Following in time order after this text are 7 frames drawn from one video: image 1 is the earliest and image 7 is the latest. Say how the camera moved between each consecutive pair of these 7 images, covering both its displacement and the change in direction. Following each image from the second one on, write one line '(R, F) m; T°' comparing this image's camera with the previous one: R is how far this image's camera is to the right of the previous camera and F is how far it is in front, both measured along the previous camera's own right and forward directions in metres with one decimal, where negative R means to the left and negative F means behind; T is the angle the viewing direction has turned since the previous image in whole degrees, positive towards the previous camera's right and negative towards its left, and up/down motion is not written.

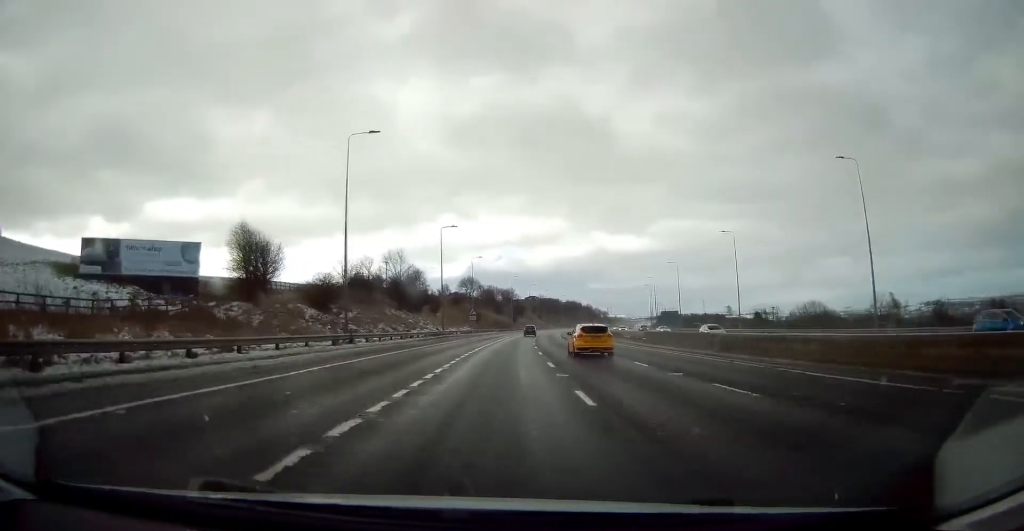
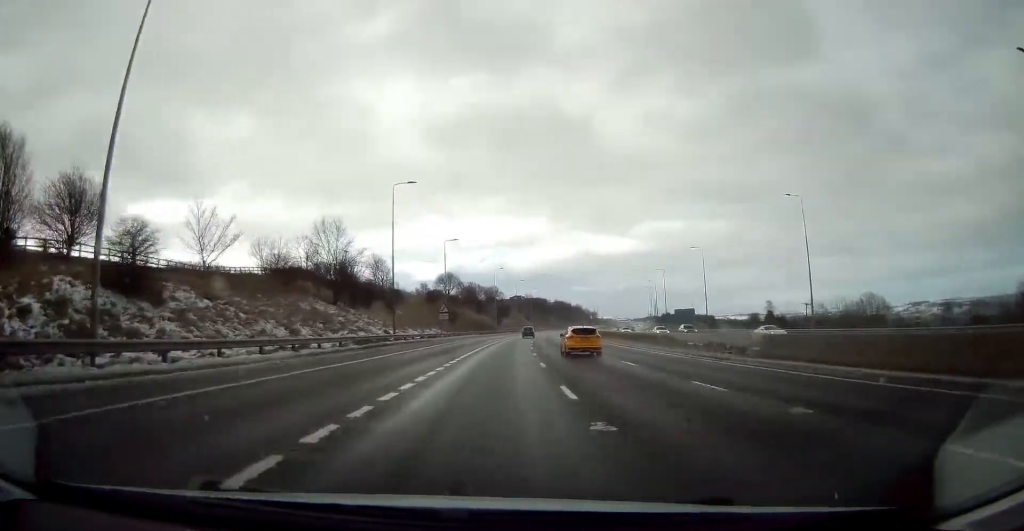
(+0.4, +26.0) m; +1°
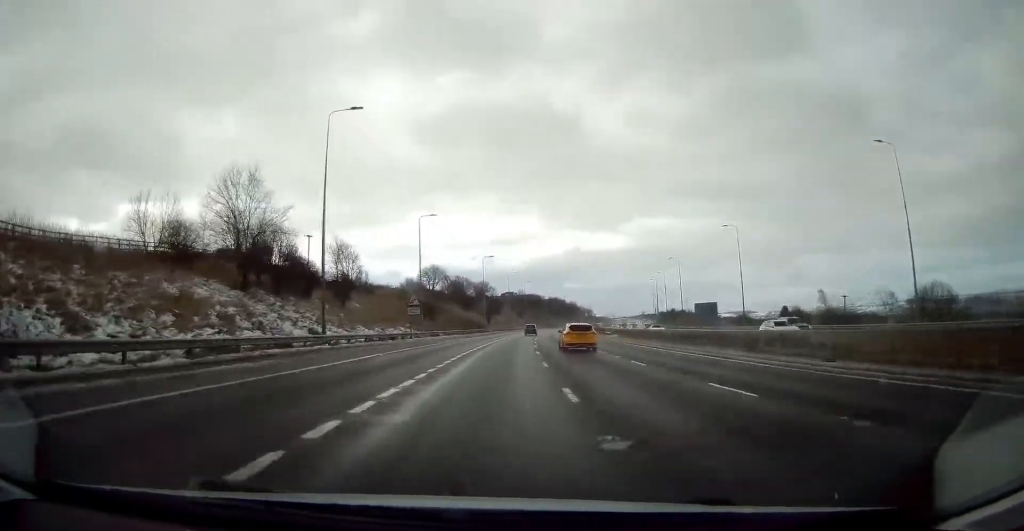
(0.0, +19.5) m; +1°
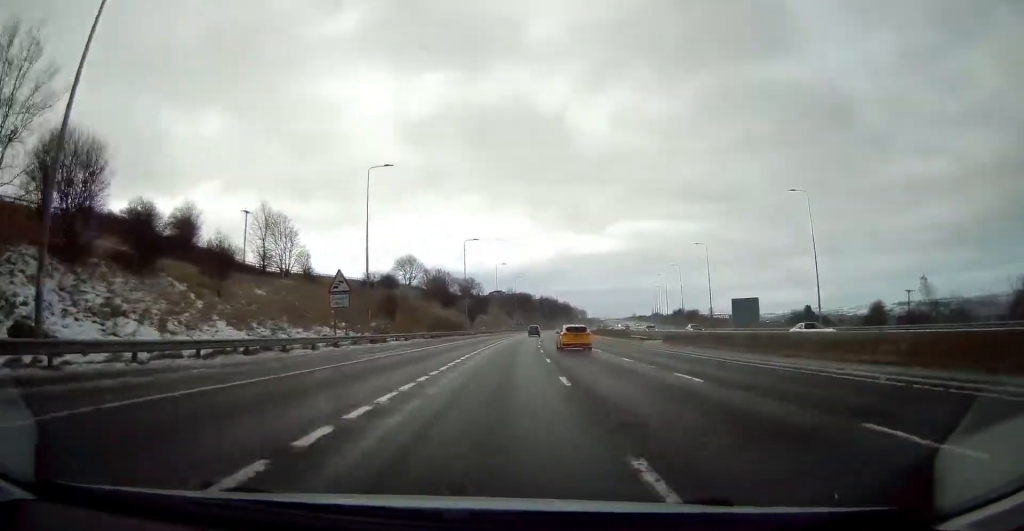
(+0.5, +23.2) m; +1°
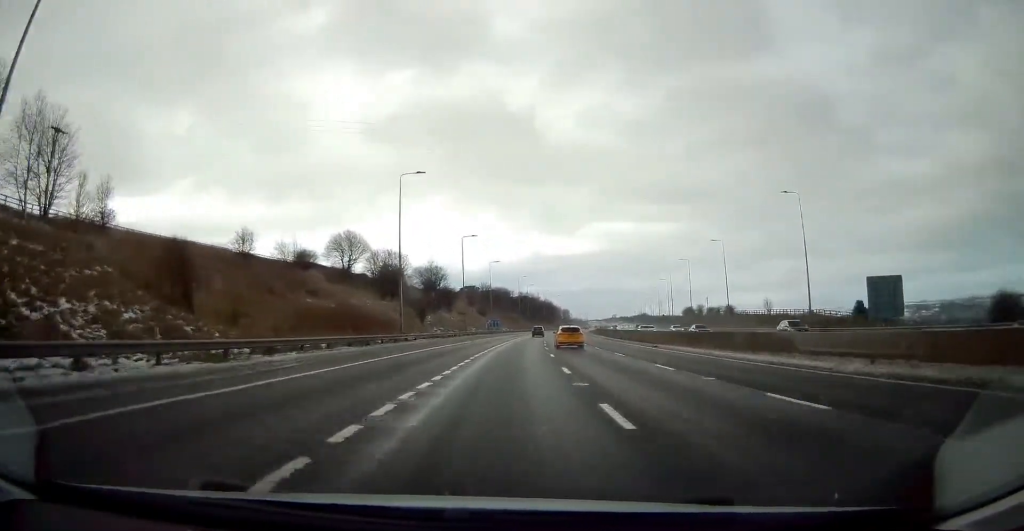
(+0.8, +41.2) m; +2°
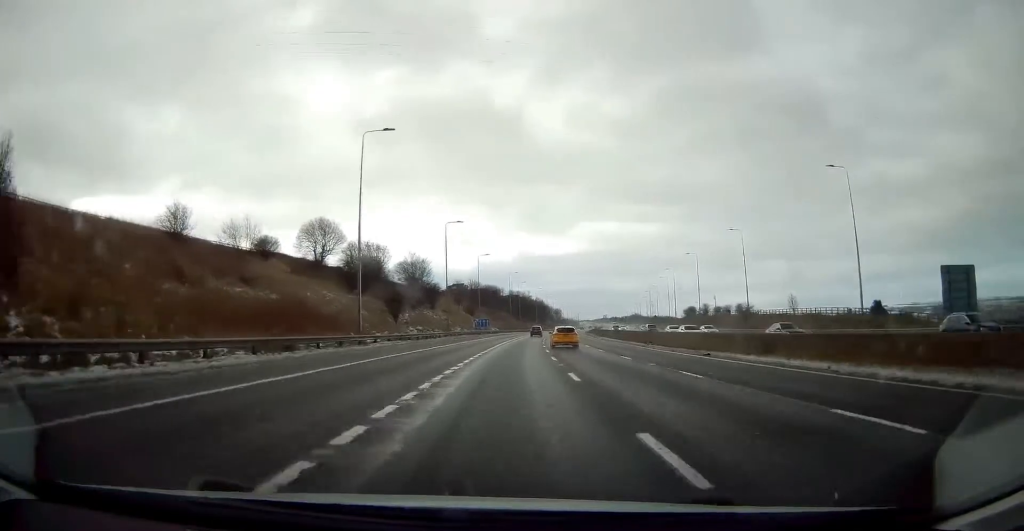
(+0.1, +11.7) m; +1°
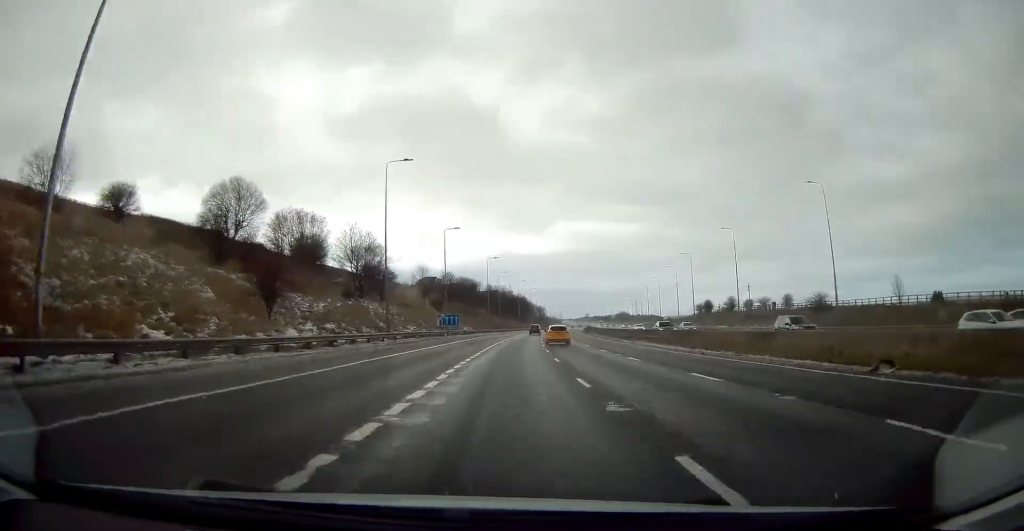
(+0.4, +28.7) m; +1°
